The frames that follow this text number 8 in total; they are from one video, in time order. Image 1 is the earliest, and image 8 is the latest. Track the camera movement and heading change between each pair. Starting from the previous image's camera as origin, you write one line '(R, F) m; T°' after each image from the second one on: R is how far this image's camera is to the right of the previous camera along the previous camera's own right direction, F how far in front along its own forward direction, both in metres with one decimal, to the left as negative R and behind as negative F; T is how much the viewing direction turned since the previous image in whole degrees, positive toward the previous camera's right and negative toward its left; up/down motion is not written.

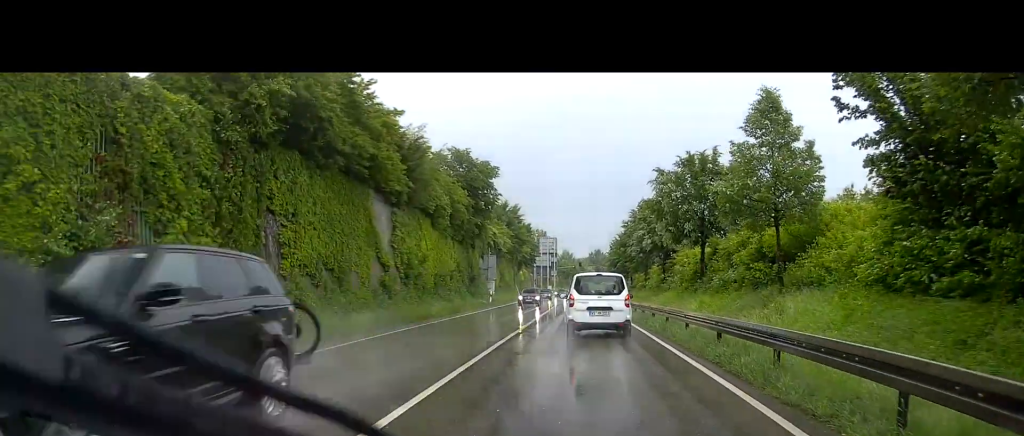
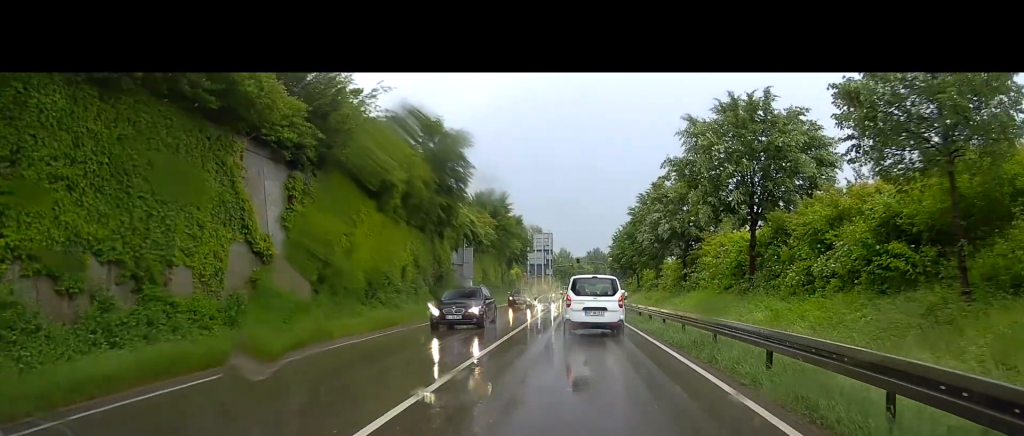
(-0.2, +10.5) m; -1°
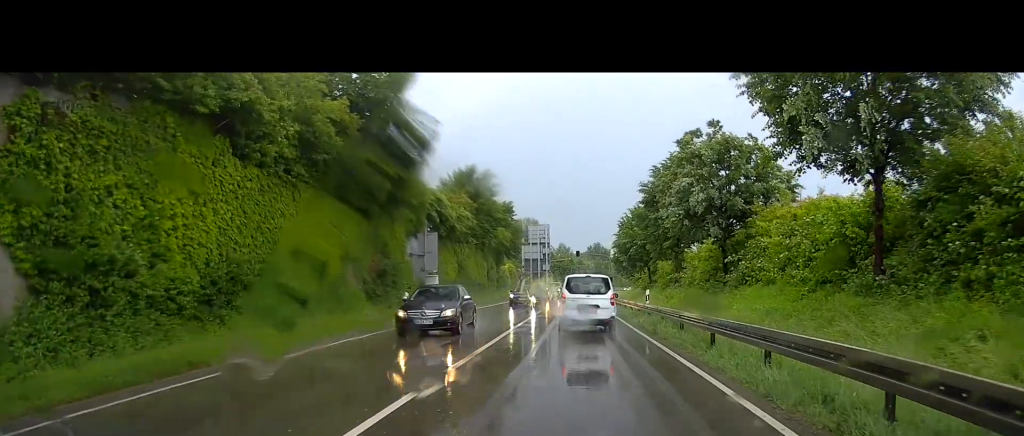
(0.0, +10.3) m; 0°
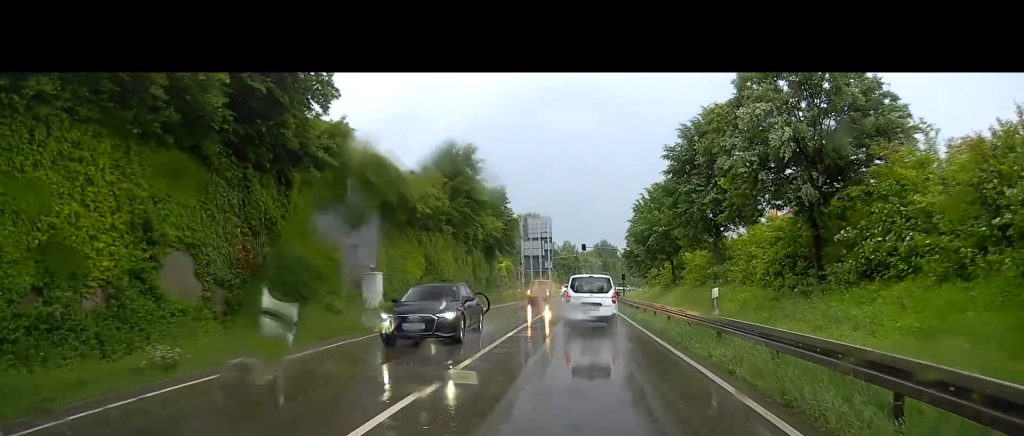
(0.0, +11.3) m; +1°
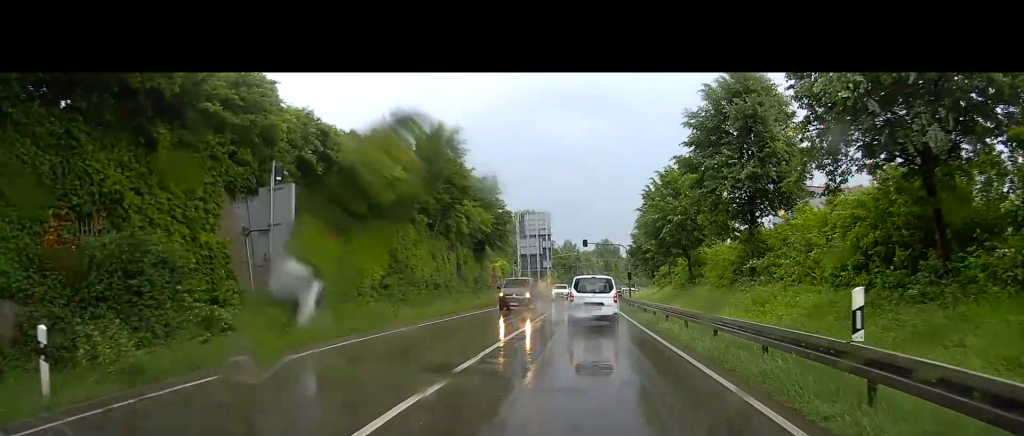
(0.0, +7.2) m; +1°
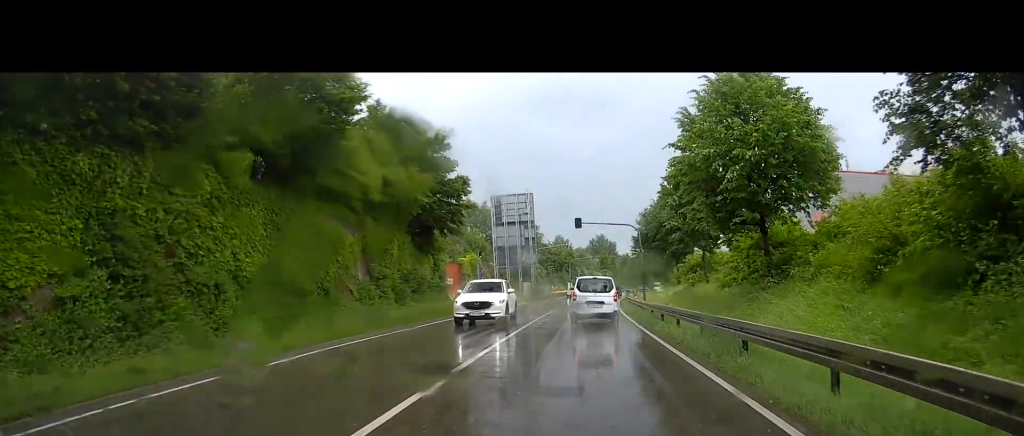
(+0.4, +19.3) m; -2°
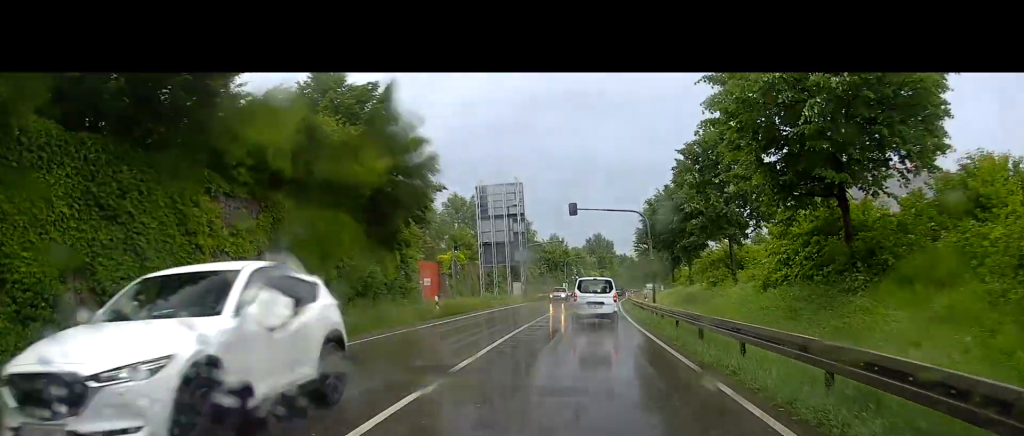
(-0.3, +8.0) m; -2°
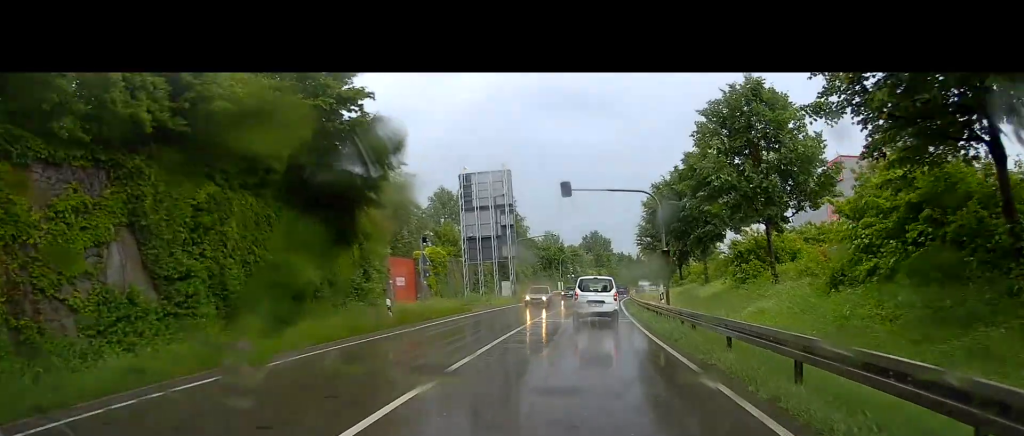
(-0.3, +7.0) m; -1°
